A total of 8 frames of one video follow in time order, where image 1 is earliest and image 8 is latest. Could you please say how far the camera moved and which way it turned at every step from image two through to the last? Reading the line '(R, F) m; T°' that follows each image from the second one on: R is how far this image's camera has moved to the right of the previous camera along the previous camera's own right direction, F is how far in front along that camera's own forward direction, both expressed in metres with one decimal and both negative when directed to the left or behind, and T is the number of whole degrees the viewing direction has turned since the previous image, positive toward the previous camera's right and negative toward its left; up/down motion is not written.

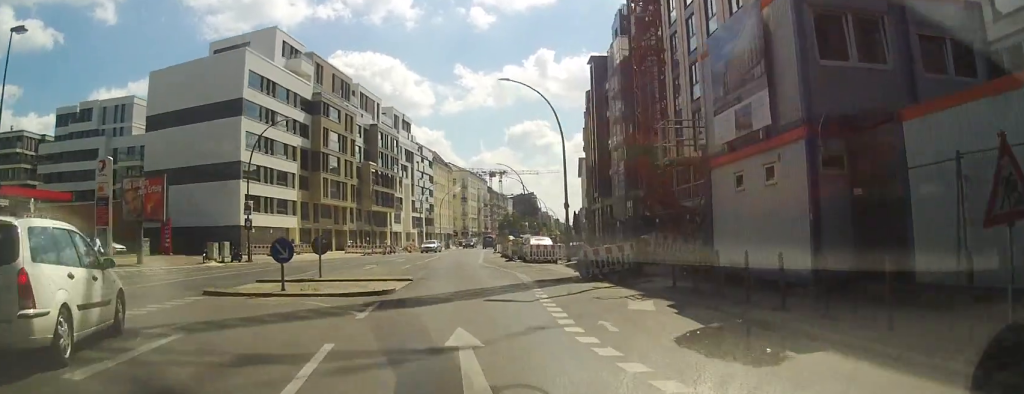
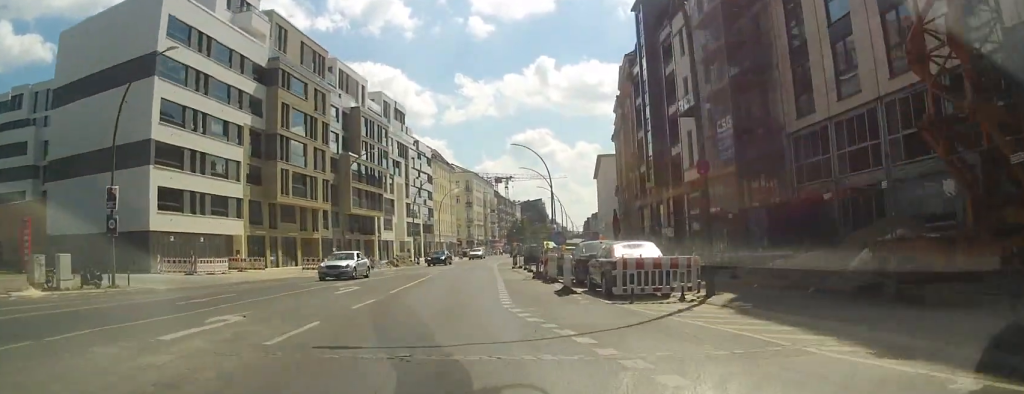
(-0.1, +21.6) m; 0°
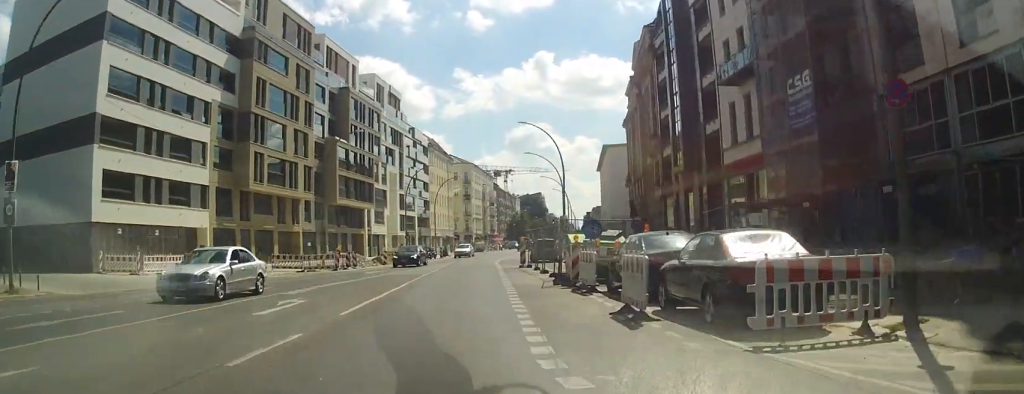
(0.0, +8.0) m; 0°
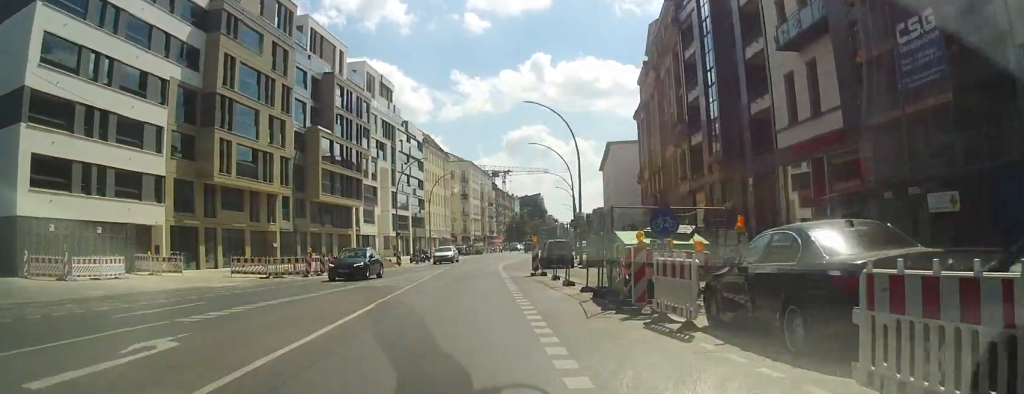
(0.0, +7.8) m; 0°
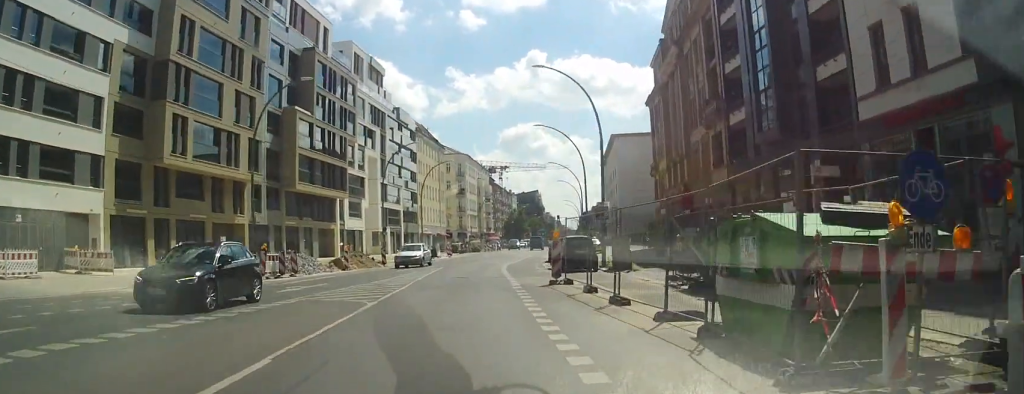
(0.0, +8.0) m; +1°
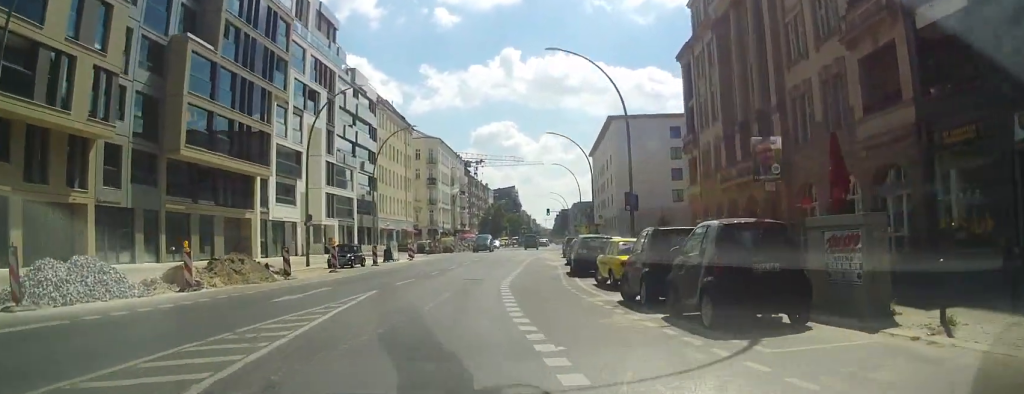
(+0.4, +20.6) m; +2°
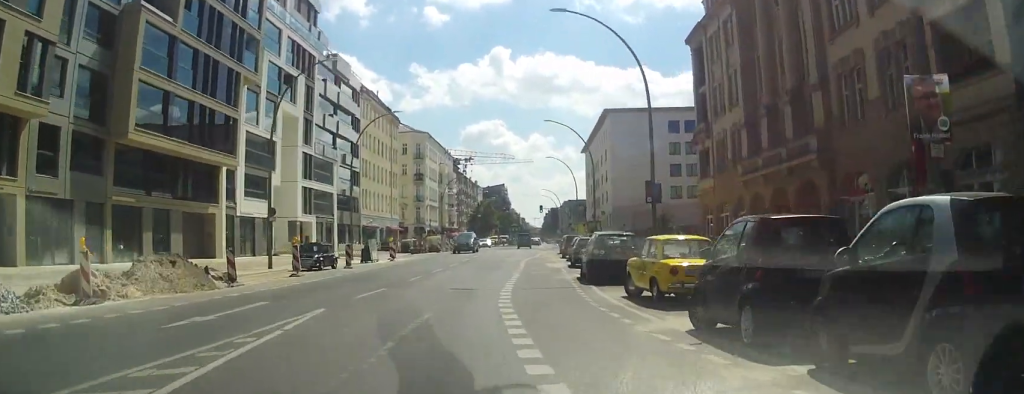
(0.0, +5.5) m; 0°
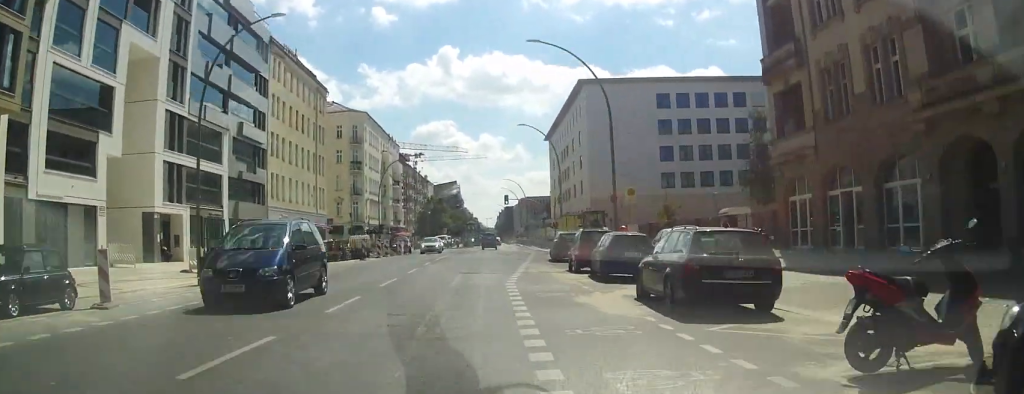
(0.0, +21.2) m; +3°
